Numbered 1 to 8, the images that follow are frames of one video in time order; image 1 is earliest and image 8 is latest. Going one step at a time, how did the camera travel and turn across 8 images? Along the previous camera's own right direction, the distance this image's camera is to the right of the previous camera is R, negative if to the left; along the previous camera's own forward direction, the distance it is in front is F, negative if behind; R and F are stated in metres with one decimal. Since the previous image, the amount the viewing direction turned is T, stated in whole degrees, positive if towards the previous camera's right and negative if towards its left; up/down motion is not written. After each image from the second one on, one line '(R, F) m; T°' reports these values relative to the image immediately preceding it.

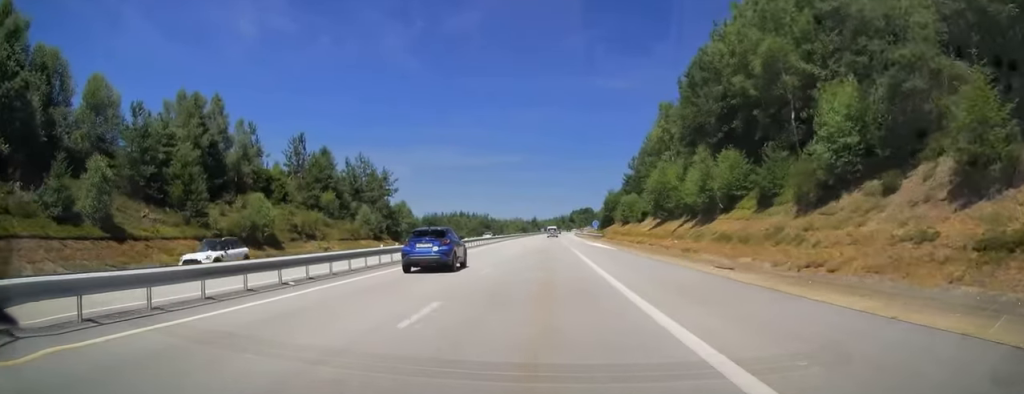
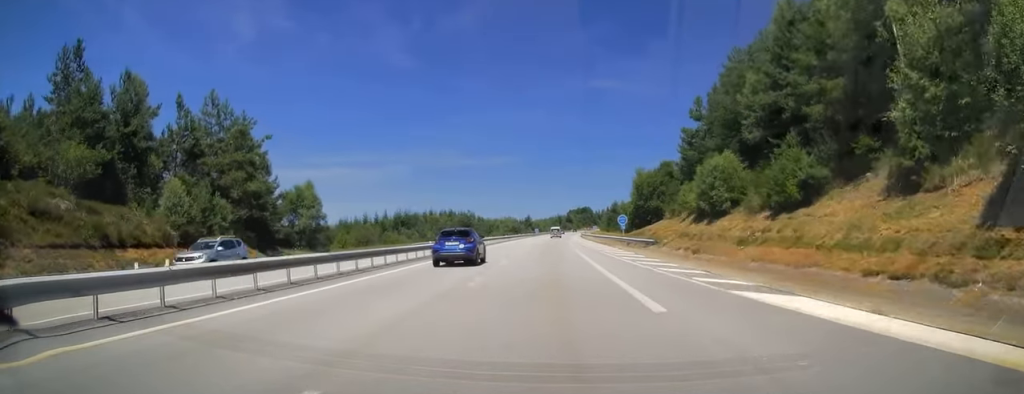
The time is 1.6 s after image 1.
(+0.2, +45.6) m; +1°
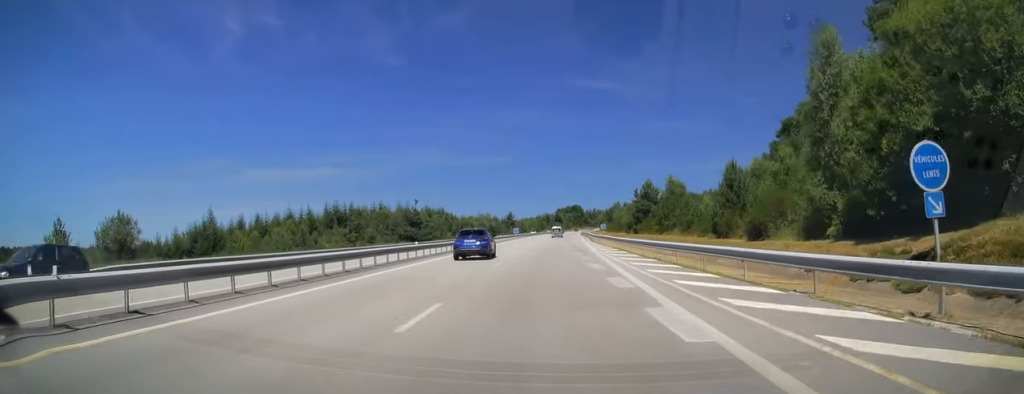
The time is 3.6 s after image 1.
(+0.5, +58.8) m; +1°
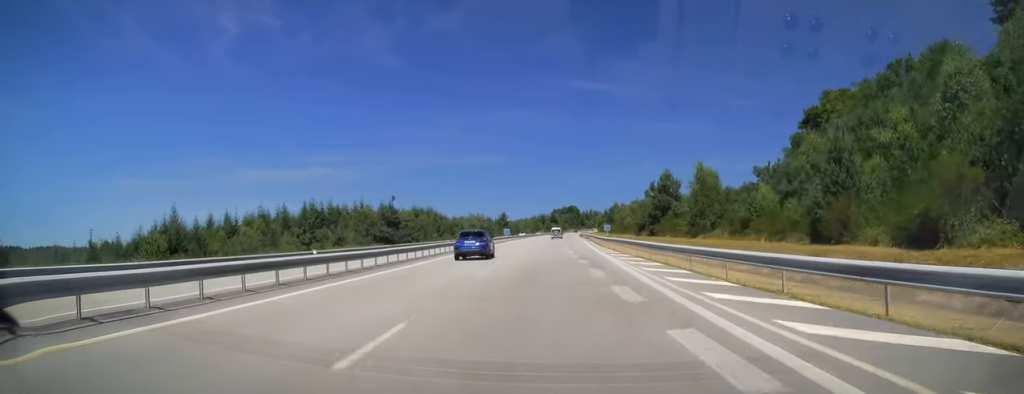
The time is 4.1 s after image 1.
(+0.1, +15.2) m; +1°
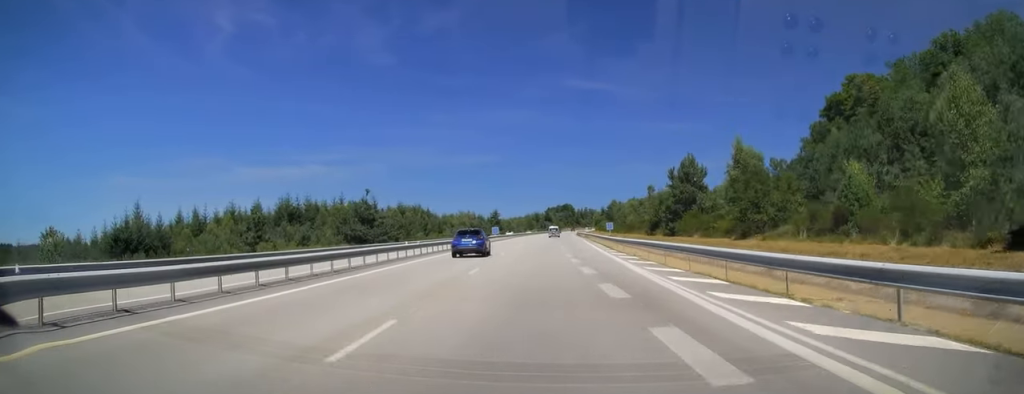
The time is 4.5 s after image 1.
(0.0, +12.8) m; +1°
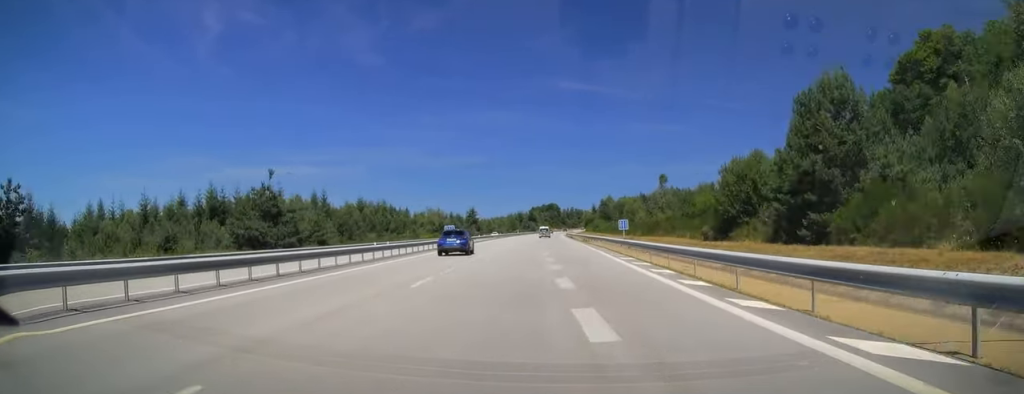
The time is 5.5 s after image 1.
(+0.3, +30.4) m; +1°
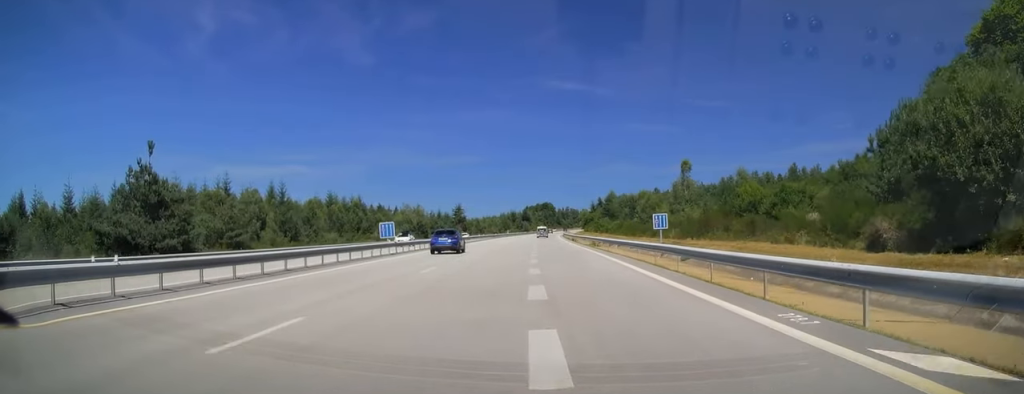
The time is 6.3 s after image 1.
(+0.2, +21.5) m; +1°
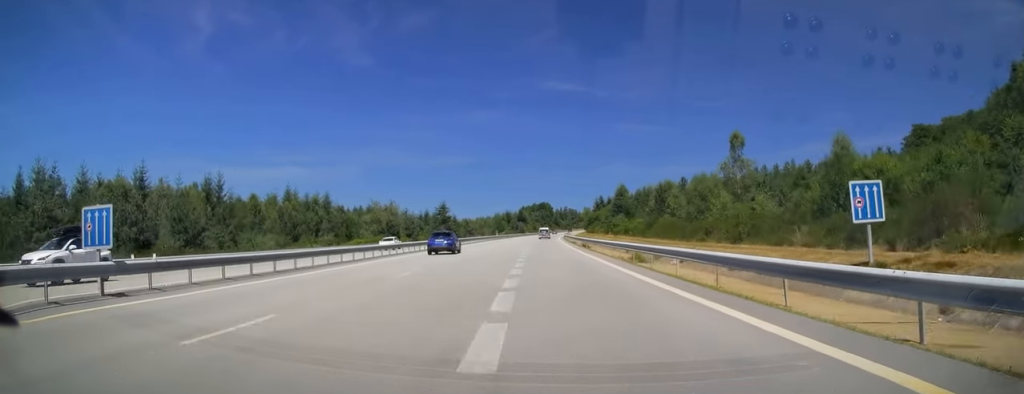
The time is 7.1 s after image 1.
(+0.1, +25.4) m; 0°
